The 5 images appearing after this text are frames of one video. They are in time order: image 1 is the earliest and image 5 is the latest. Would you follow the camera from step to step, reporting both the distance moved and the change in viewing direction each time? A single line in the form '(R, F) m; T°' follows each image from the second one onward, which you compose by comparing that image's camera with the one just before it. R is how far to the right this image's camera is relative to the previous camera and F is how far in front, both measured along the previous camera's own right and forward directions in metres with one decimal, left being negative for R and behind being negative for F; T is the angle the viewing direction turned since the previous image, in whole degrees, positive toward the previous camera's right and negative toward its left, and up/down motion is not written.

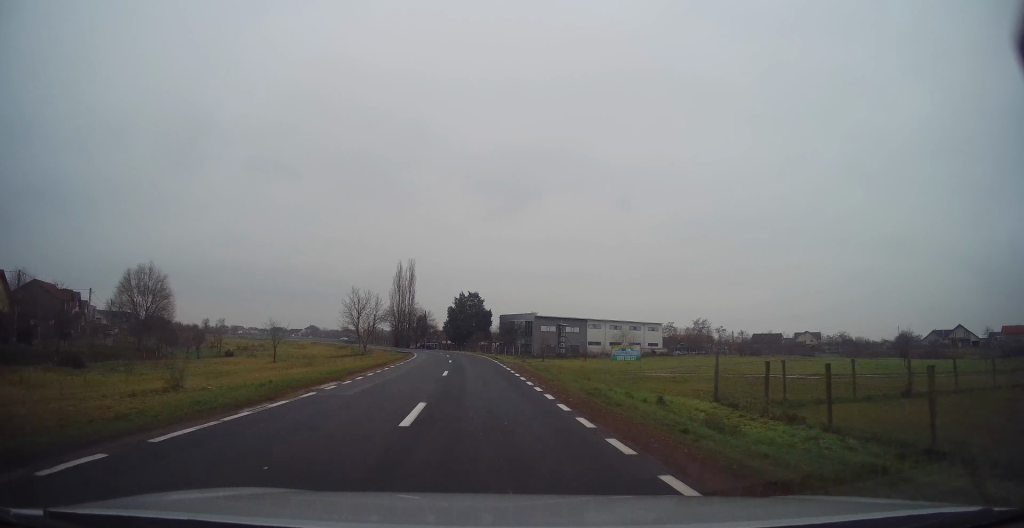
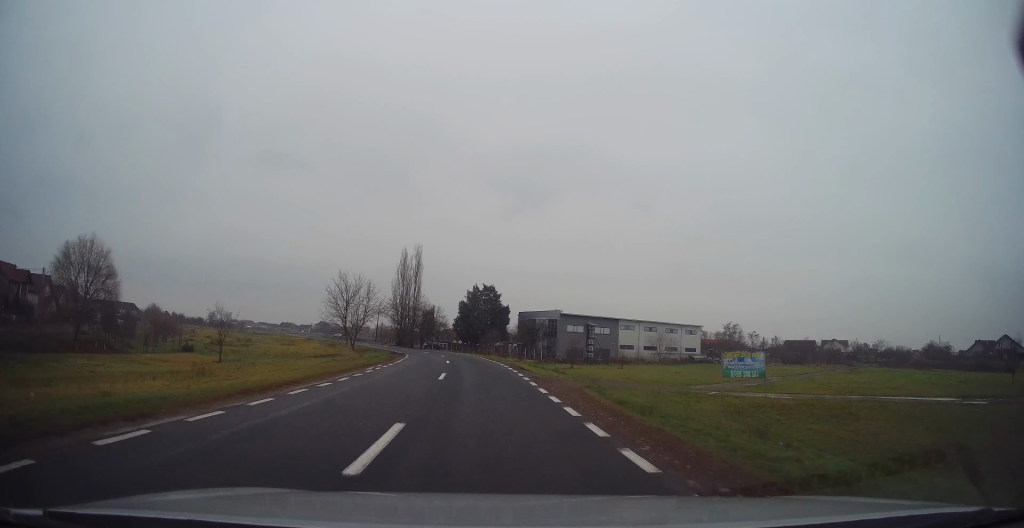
(-0.4, +14.7) m; -2°
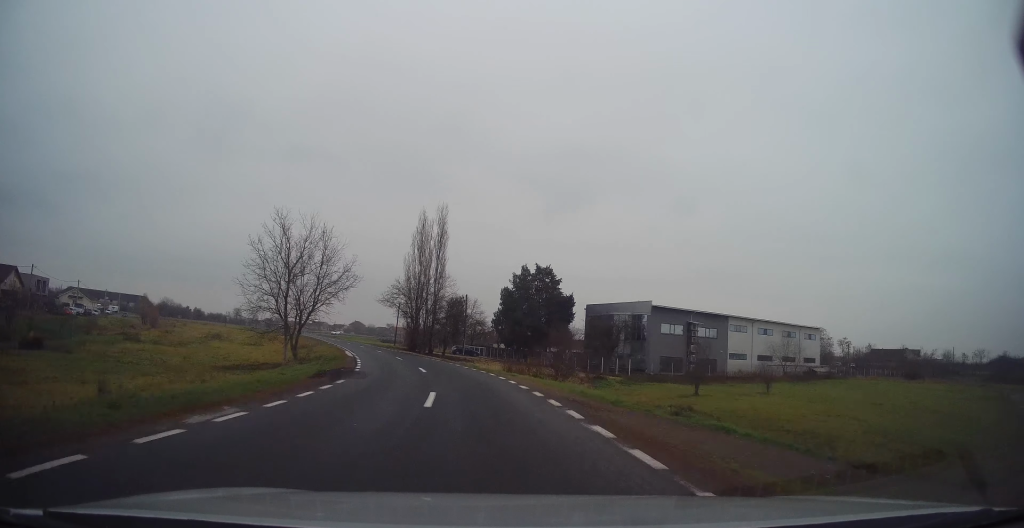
(-0.7, +30.3) m; -4°
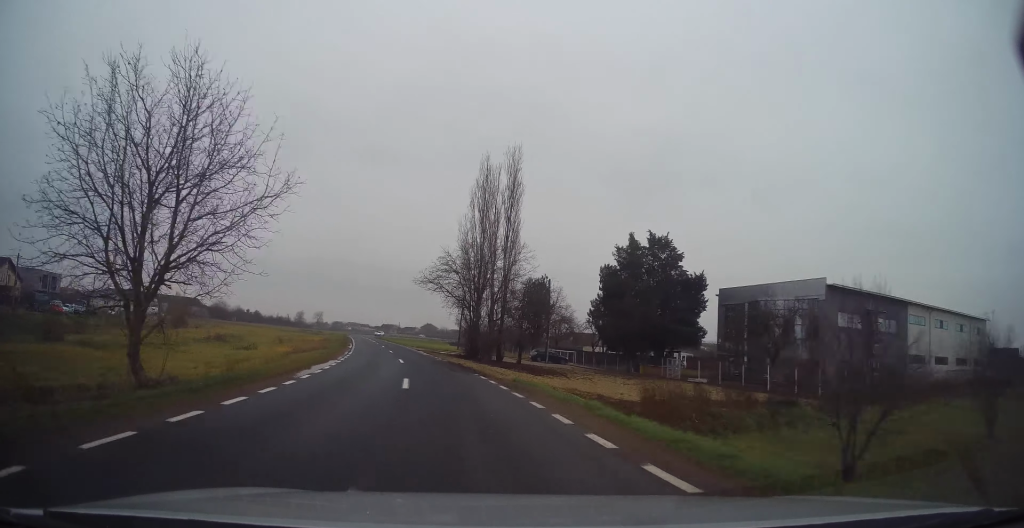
(-1.5, +21.3) m; -9°
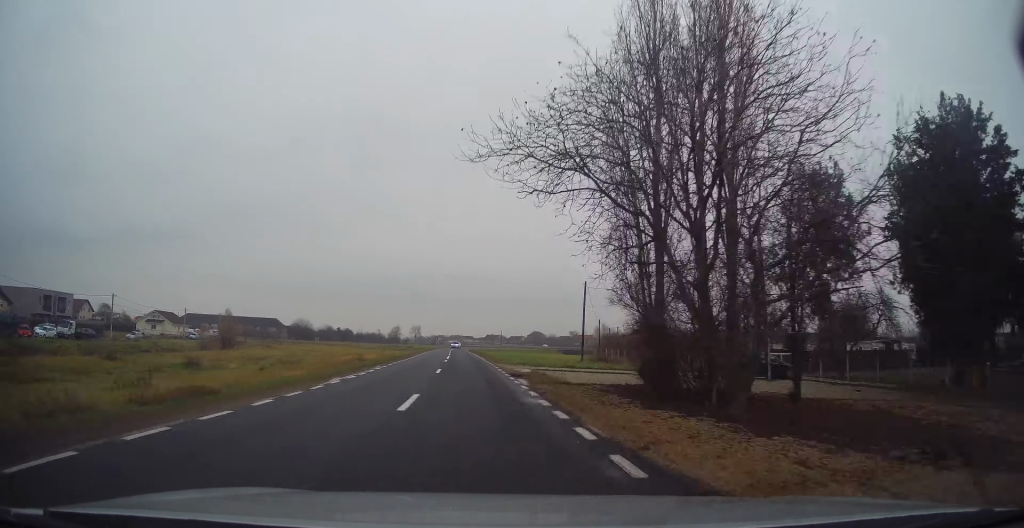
(-2.4, +27.7) m; -9°
